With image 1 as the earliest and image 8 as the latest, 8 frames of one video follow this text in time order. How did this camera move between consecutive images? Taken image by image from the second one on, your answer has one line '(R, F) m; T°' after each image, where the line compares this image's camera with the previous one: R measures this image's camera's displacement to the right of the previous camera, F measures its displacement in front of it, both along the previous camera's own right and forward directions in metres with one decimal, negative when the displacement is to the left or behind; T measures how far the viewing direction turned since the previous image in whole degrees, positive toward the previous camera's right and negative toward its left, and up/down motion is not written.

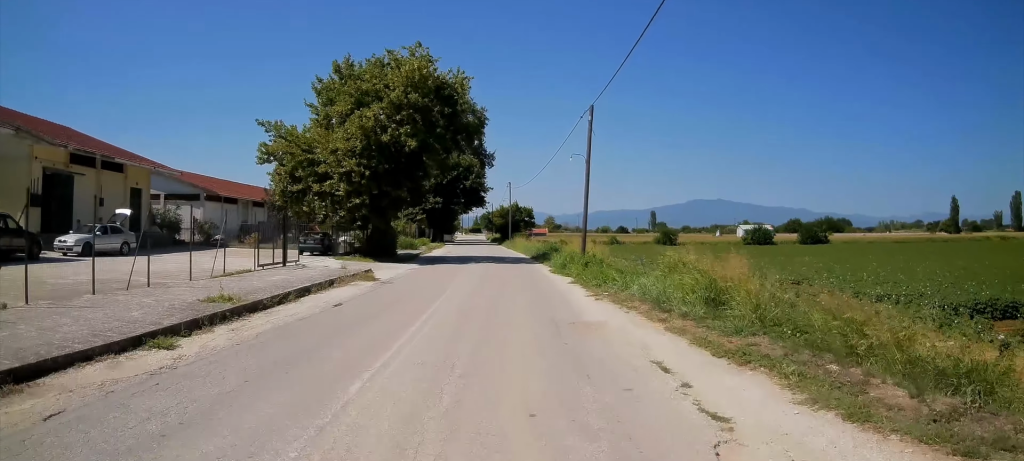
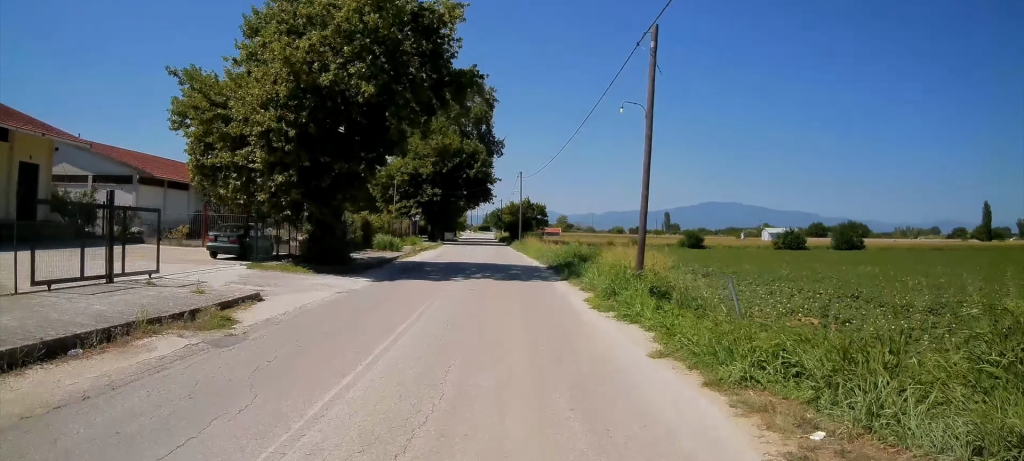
(+0.1, +10.0) m; 0°
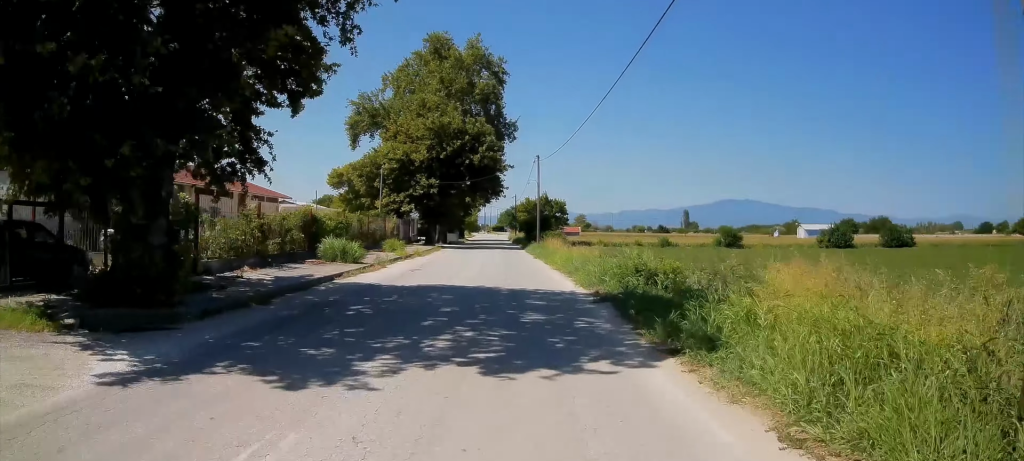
(-0.2, +11.8) m; 0°
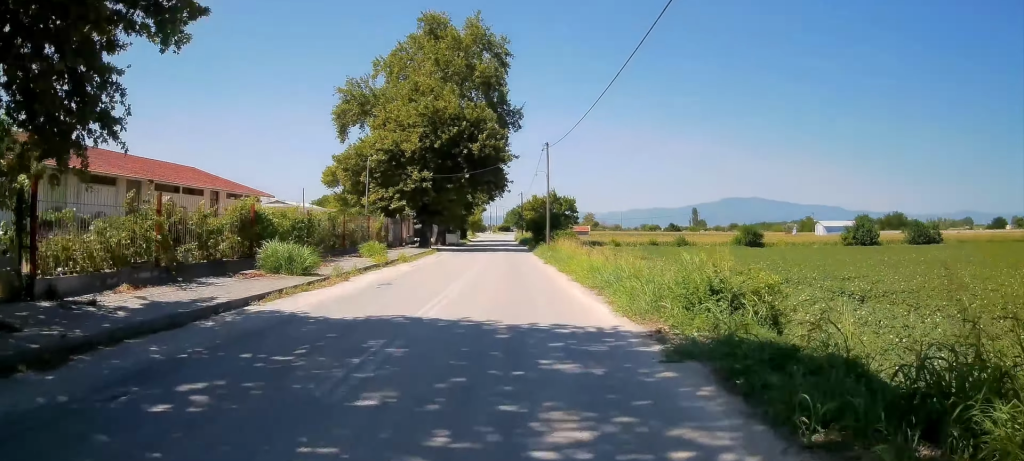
(+0.1, +6.4) m; -1°
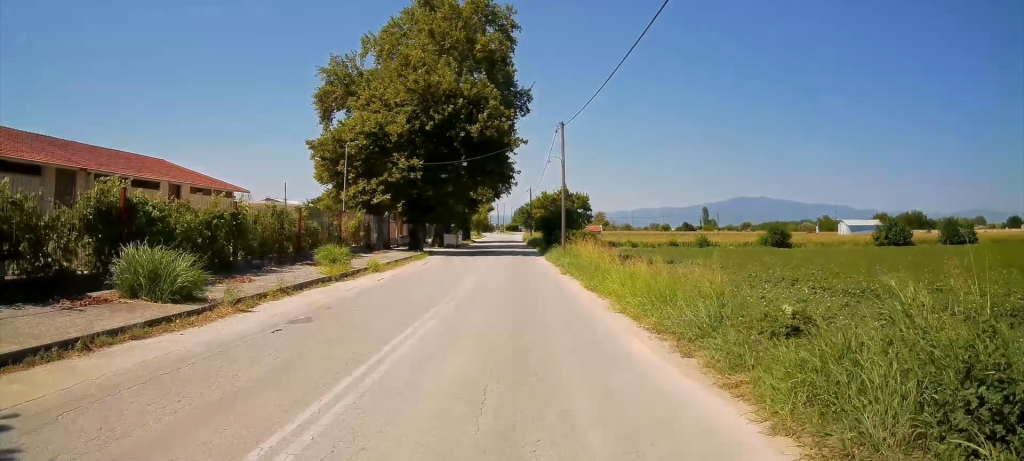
(0.0, +7.6) m; -1°
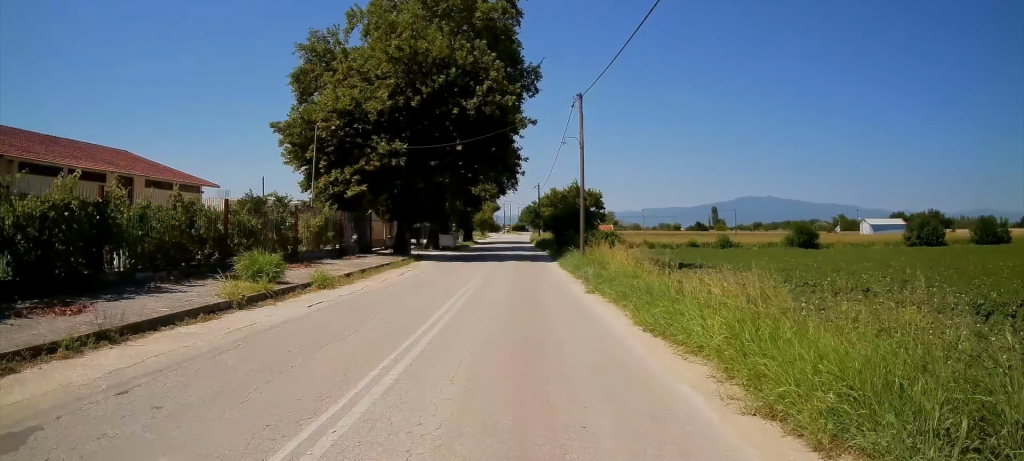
(-0.2, +7.2) m; -2°
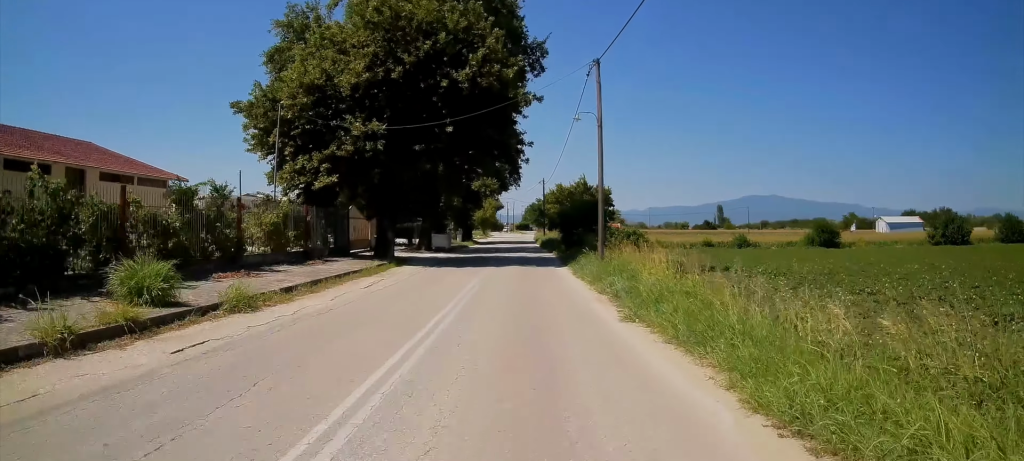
(-0.1, +5.6) m; 0°
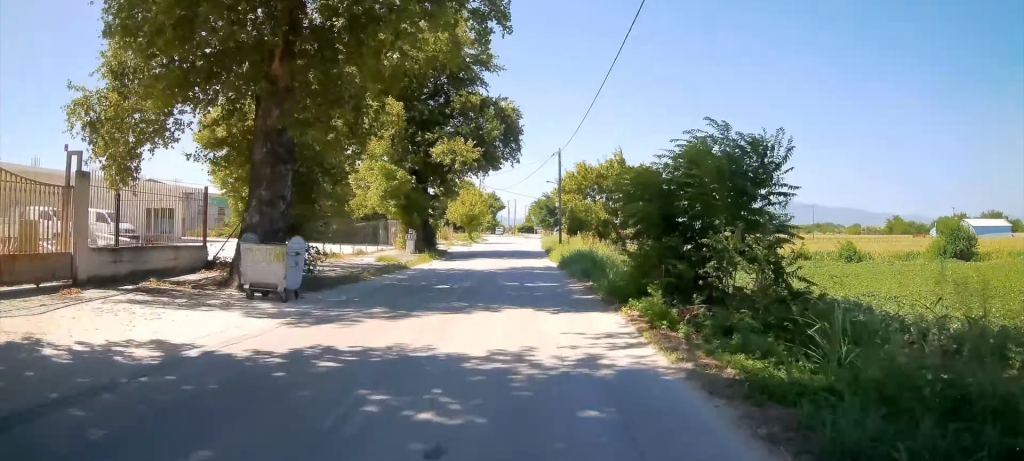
(-0.2, +28.3) m; -1°
